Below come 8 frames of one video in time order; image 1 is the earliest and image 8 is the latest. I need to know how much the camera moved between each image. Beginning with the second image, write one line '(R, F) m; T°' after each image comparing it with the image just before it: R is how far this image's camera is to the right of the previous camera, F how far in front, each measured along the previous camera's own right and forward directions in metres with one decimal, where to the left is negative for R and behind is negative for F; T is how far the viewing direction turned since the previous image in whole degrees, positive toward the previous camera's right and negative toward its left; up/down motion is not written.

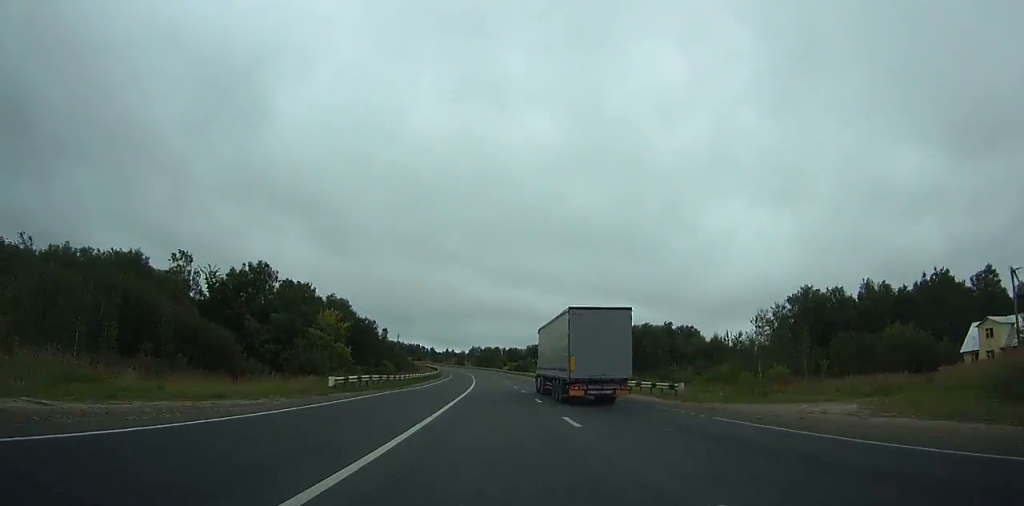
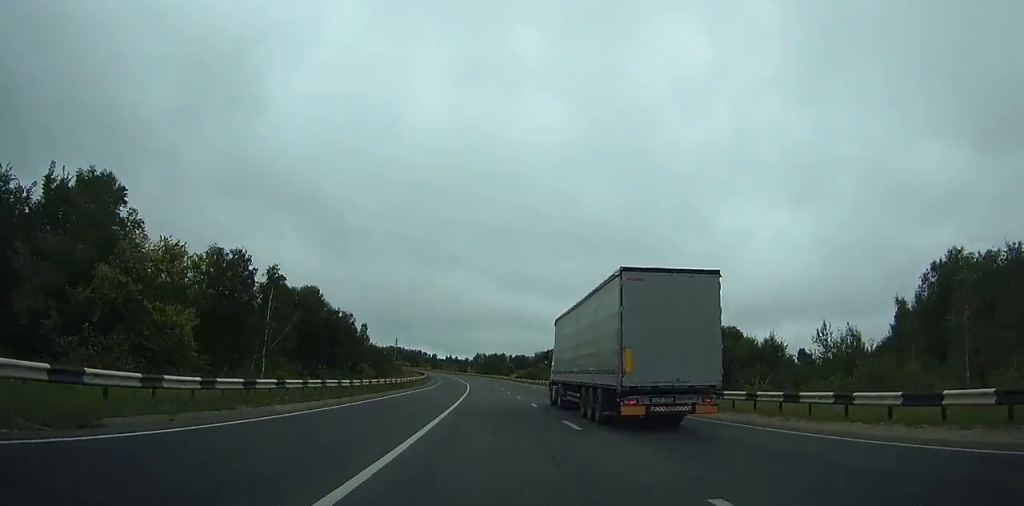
(0.0, +35.1) m; 0°
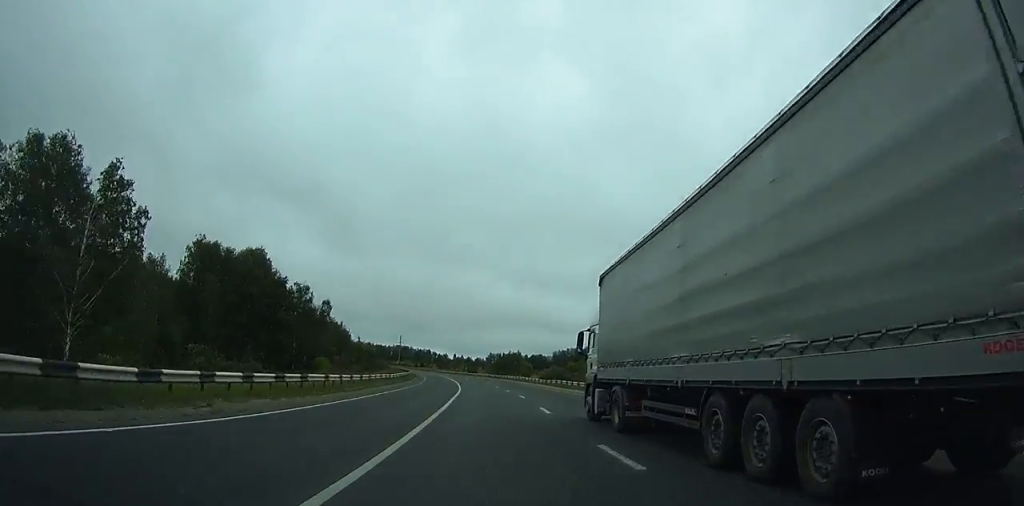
(0.0, +42.2) m; -1°
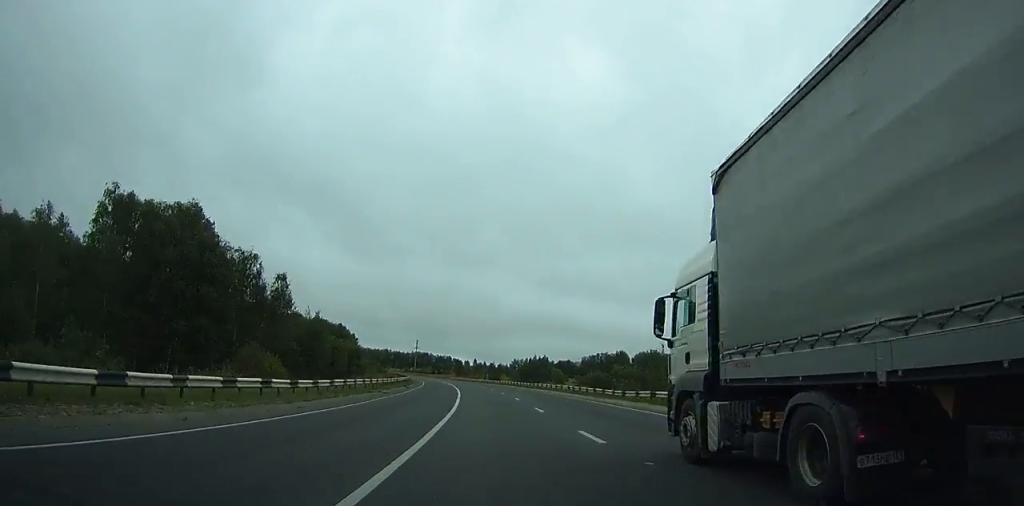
(-0.1, +31.7) m; -1°
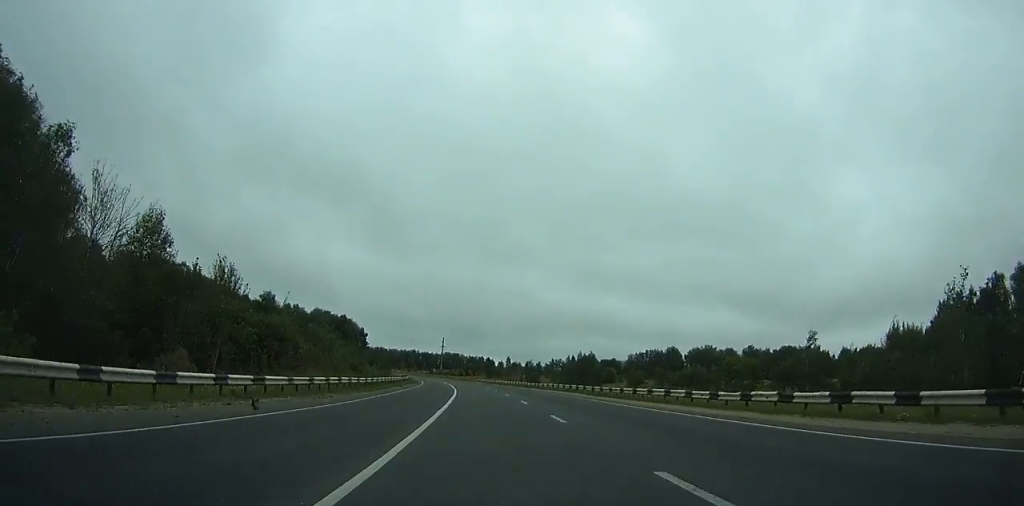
(-0.9, +43.6) m; -3°
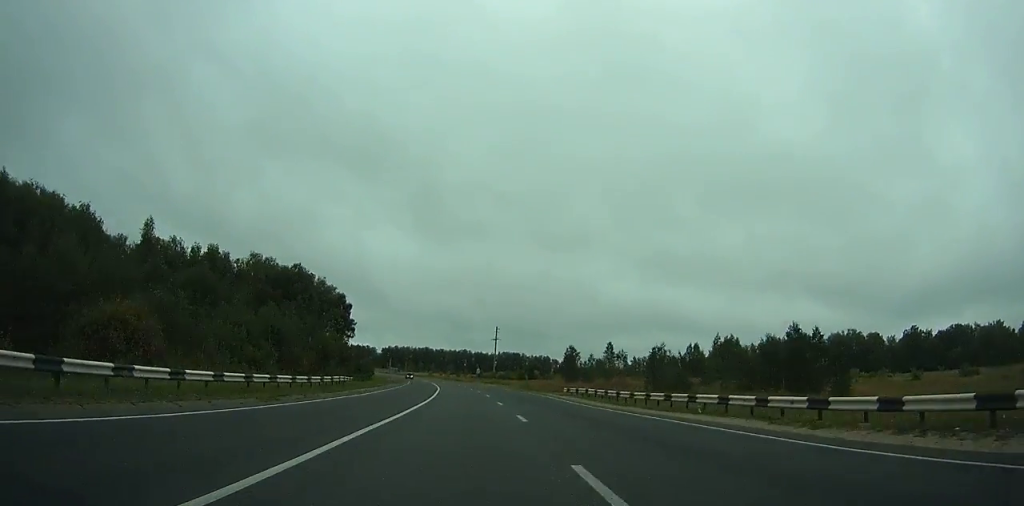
(-6.0, +96.5) m; -7°
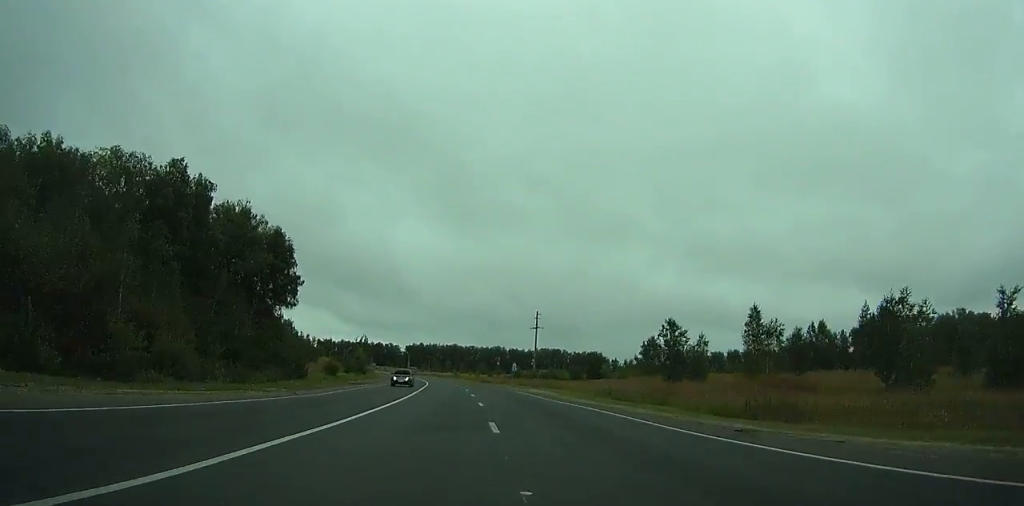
(-1.6, +52.4) m; -3°
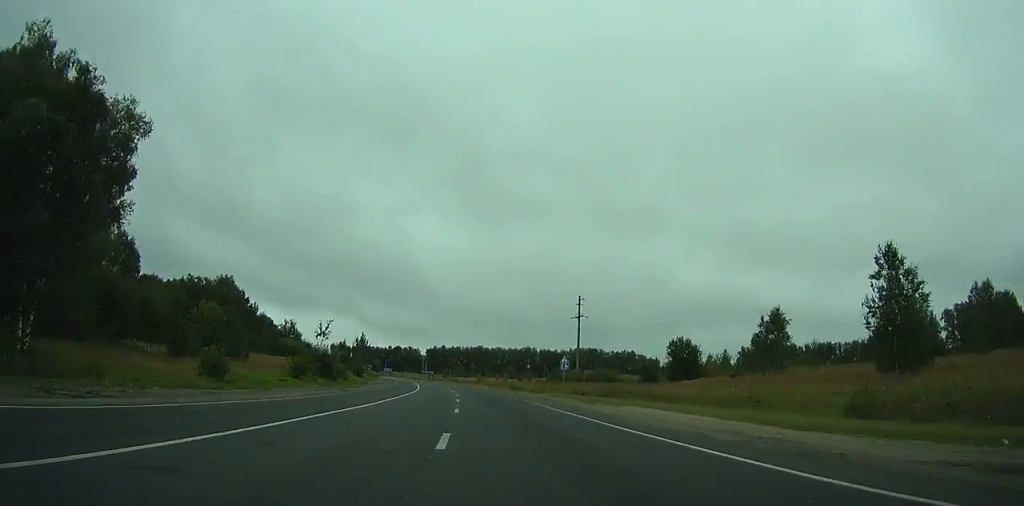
(-0.9, +39.8) m; -3°
